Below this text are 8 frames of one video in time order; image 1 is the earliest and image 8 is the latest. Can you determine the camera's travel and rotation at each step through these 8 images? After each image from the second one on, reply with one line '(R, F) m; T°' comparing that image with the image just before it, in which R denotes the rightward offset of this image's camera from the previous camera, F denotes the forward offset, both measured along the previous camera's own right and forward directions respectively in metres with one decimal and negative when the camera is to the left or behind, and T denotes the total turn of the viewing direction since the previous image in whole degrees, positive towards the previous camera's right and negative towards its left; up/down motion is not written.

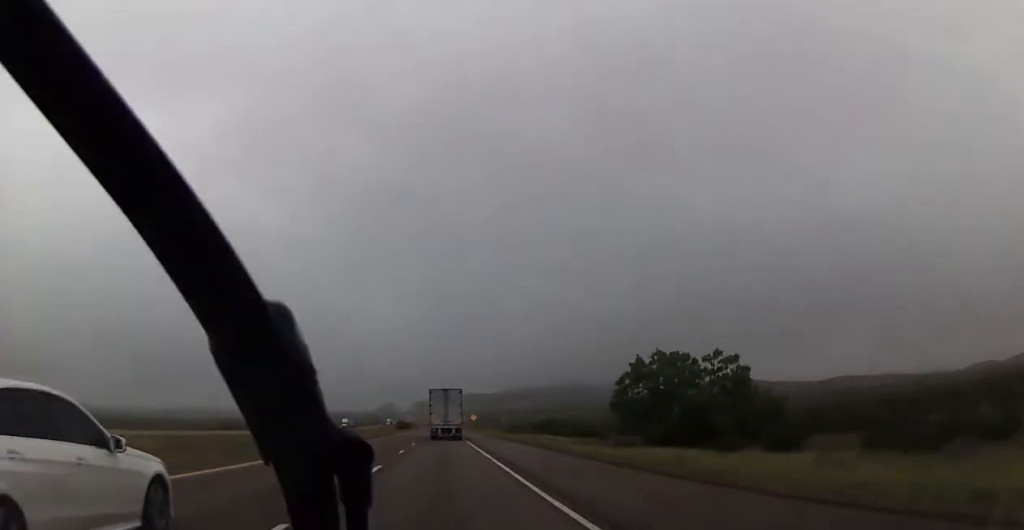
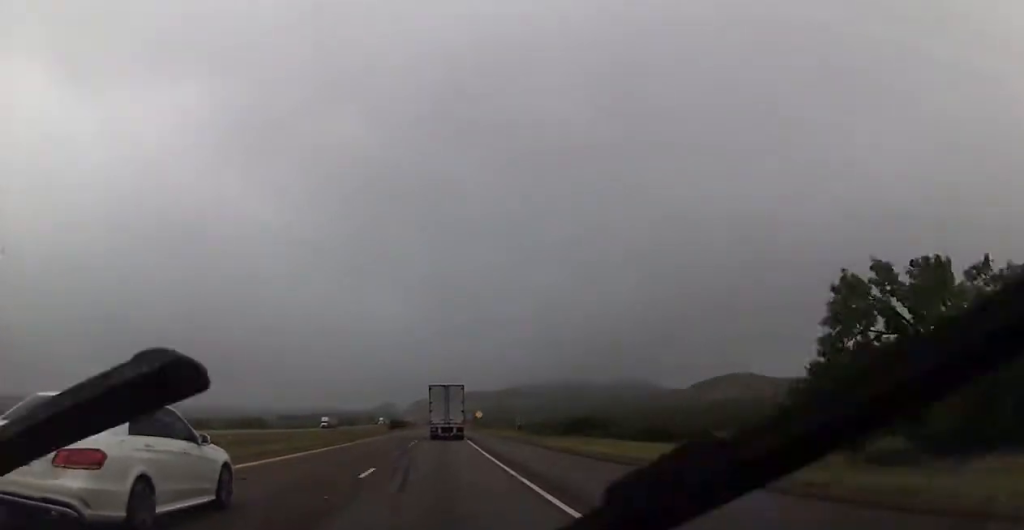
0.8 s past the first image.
(+0.2, +25.7) m; 0°
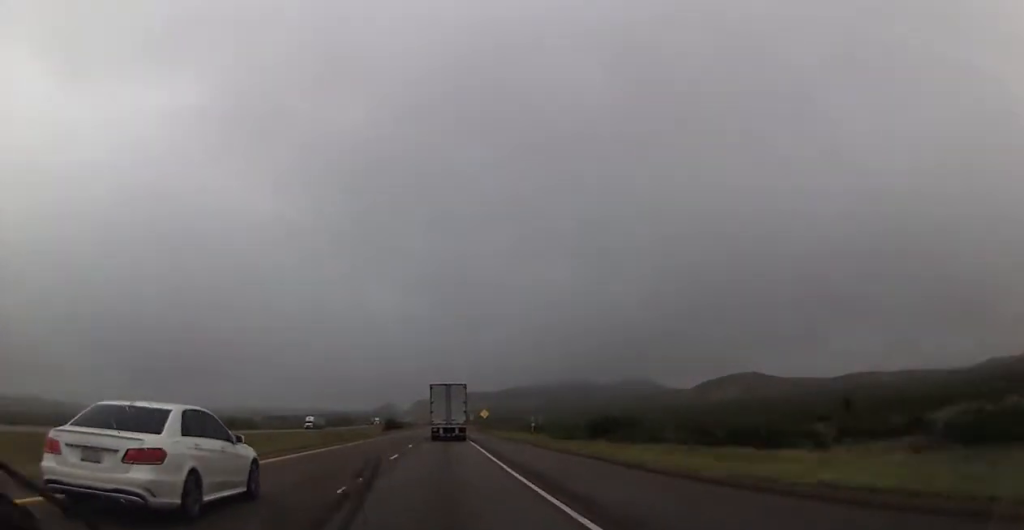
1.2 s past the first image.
(+0.1, +15.6) m; 0°
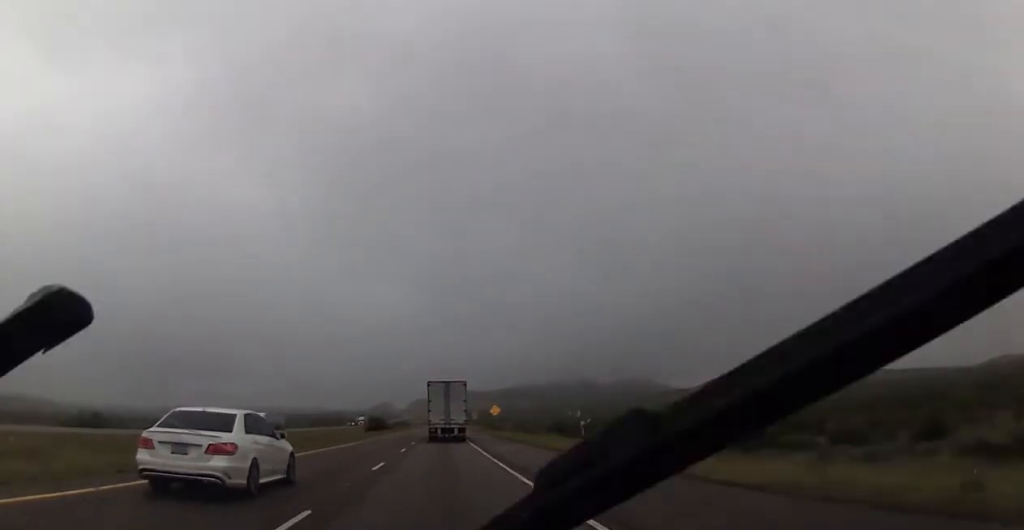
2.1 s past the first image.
(-0.4, +30.2) m; 0°
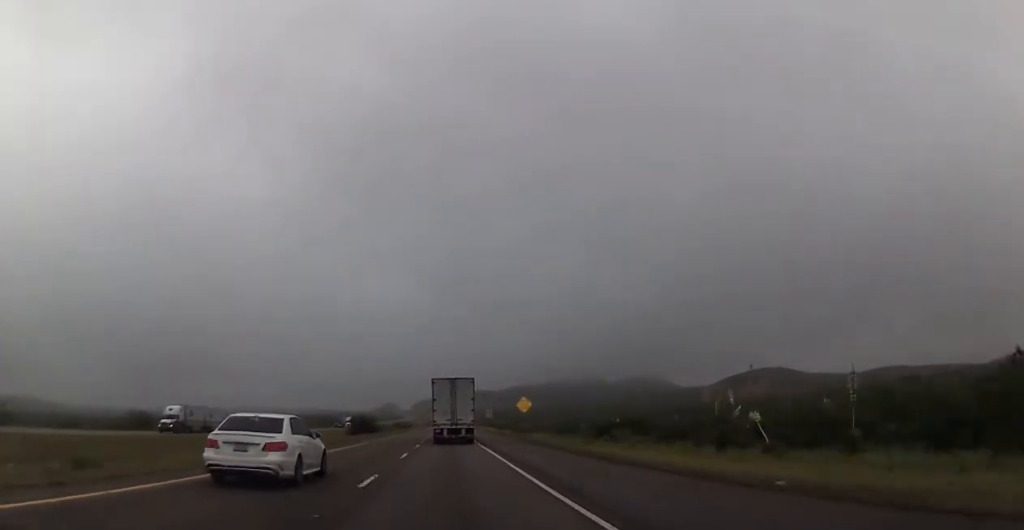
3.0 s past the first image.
(+0.2, +29.1) m; 0°
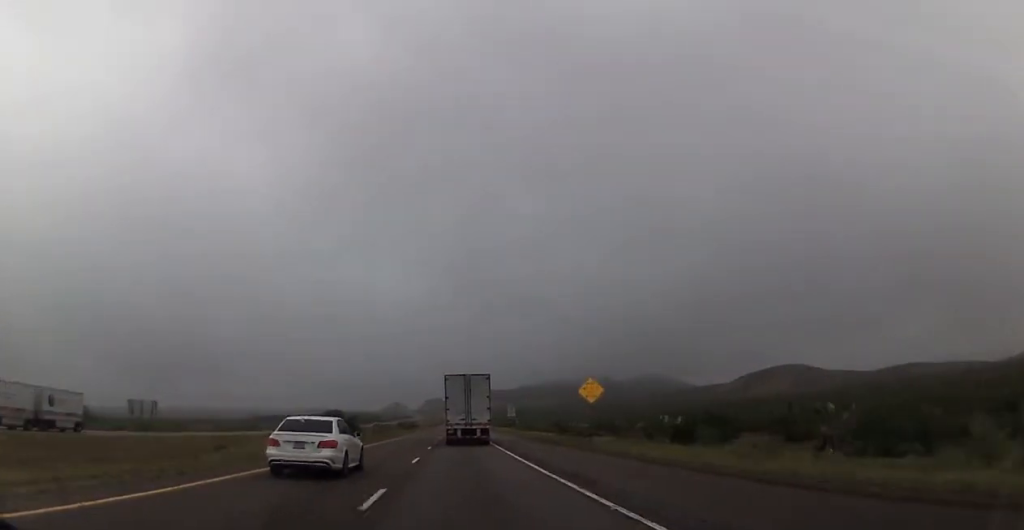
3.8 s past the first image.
(0.0, +28.0) m; 0°
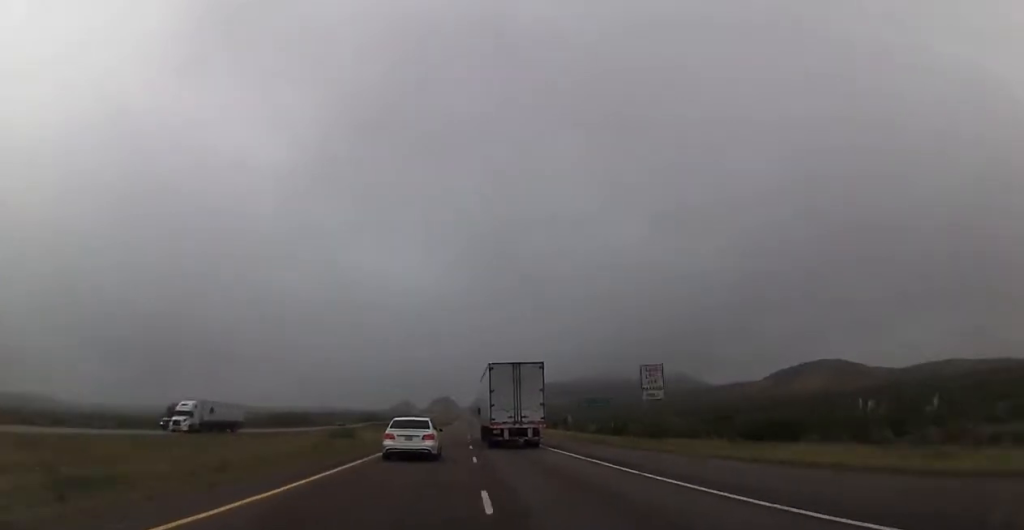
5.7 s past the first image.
(-0.7, +61.6) m; -1°
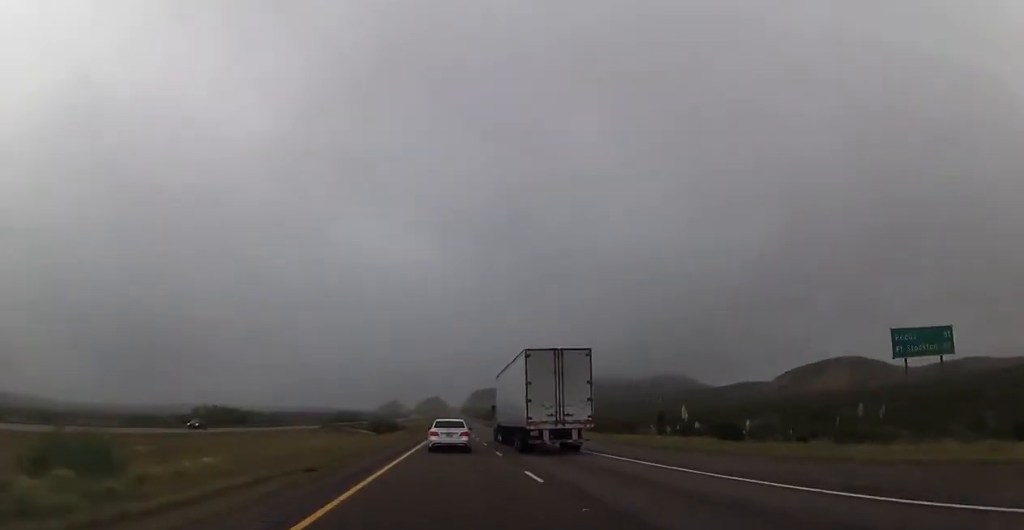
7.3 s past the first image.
(0.0, +55.9) m; 0°
